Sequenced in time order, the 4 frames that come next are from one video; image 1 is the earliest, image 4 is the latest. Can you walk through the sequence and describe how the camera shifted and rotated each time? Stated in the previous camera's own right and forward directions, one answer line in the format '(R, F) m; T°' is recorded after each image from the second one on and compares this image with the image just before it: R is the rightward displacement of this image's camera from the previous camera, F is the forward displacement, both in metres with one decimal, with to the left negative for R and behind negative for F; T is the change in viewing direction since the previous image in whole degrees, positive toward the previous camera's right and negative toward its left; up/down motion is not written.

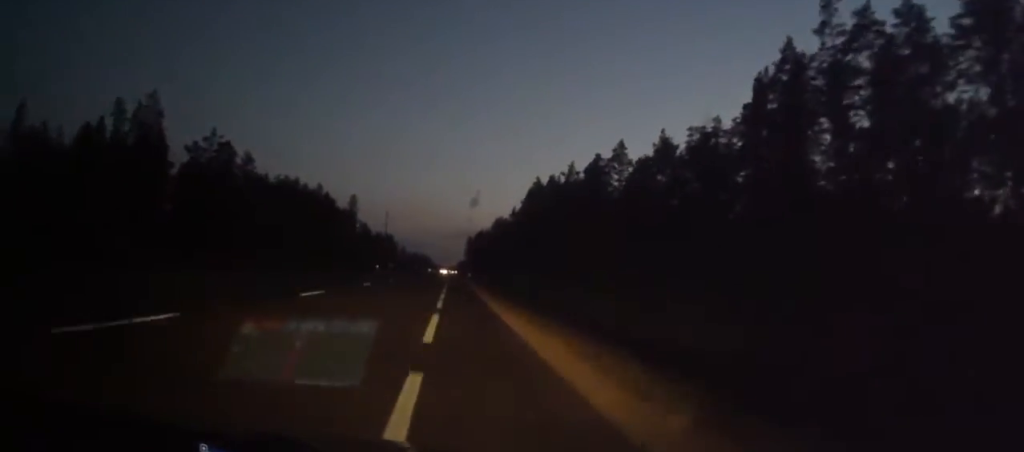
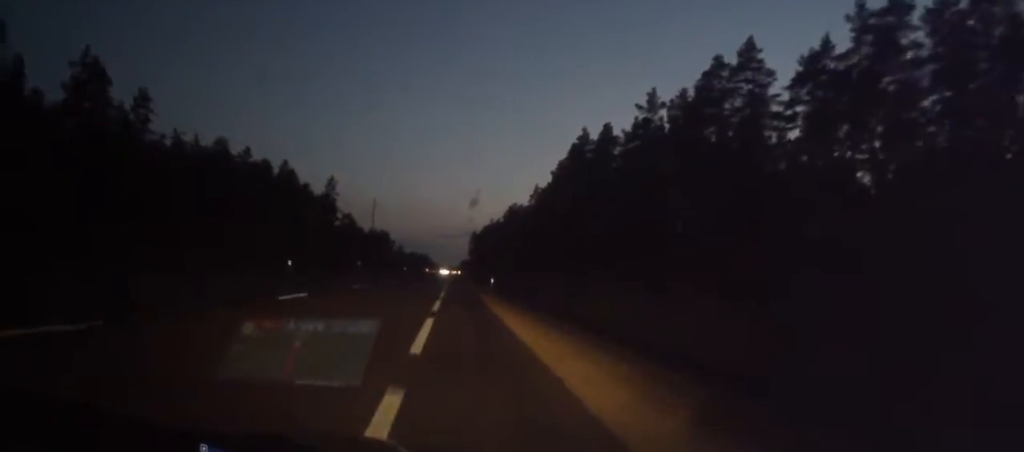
(+0.9, +51.5) m; 0°
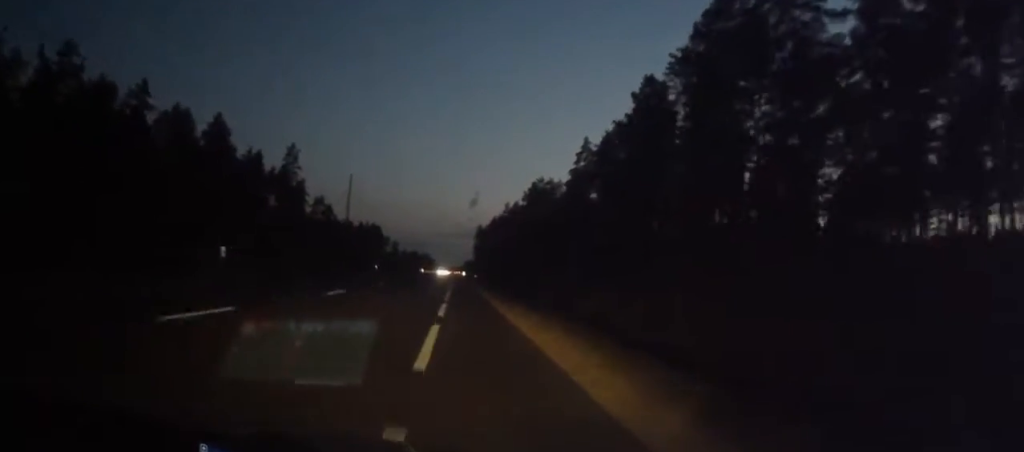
(-0.6, +54.9) m; -1°
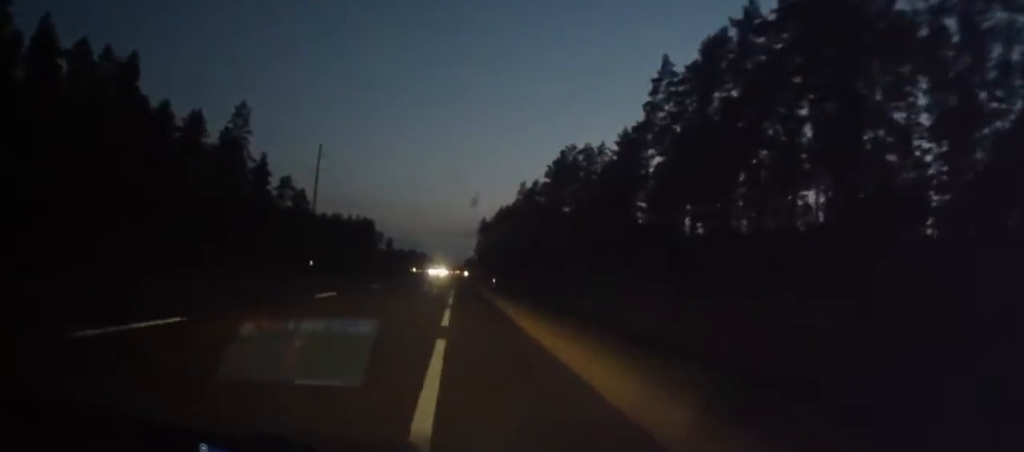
(-0.2, +38.6) m; 0°
